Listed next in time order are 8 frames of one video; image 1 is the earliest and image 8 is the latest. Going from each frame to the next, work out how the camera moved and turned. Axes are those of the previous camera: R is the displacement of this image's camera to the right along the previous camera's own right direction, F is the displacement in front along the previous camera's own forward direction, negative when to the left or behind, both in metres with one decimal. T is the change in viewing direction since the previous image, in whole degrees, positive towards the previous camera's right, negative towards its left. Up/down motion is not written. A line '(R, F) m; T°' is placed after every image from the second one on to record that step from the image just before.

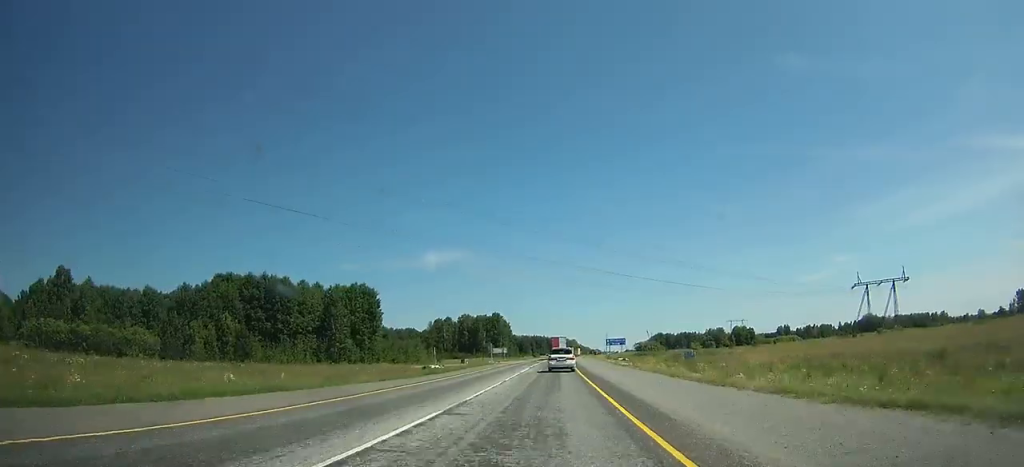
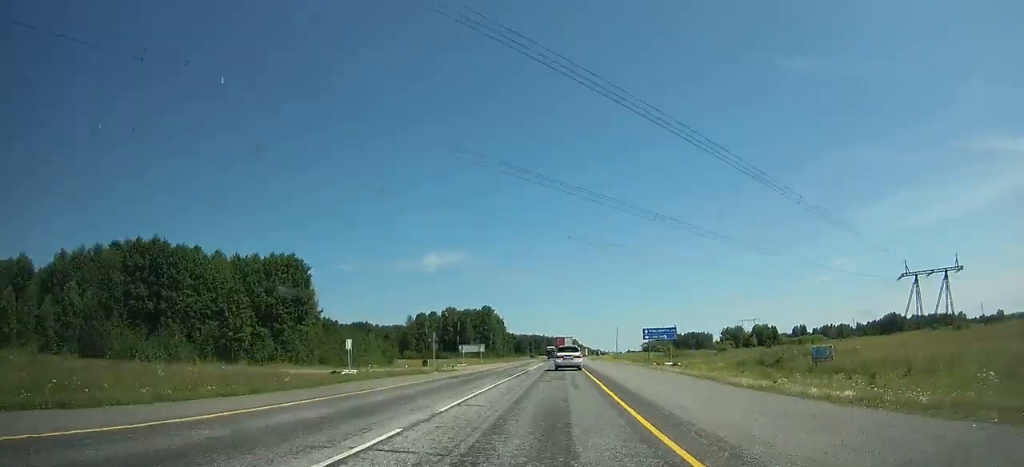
(+0.1, +39.4) m; 0°
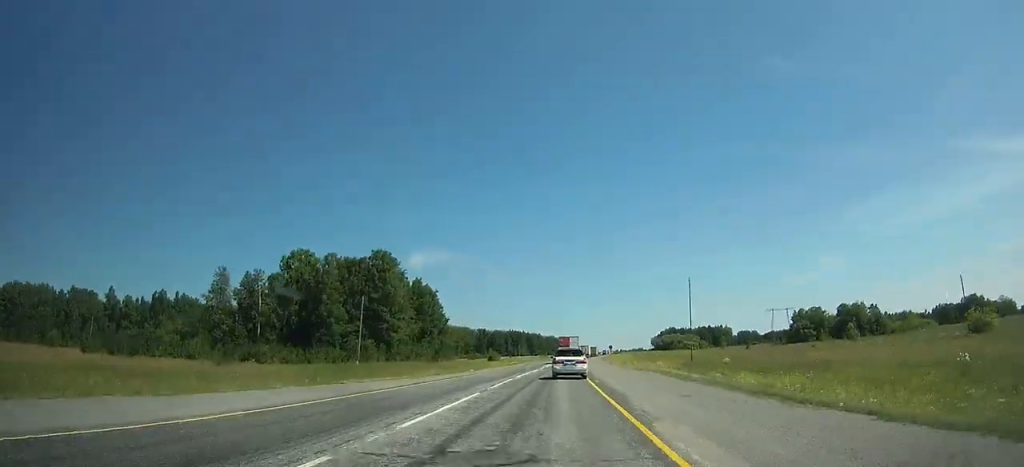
(+1.4, +127.8) m; +1°
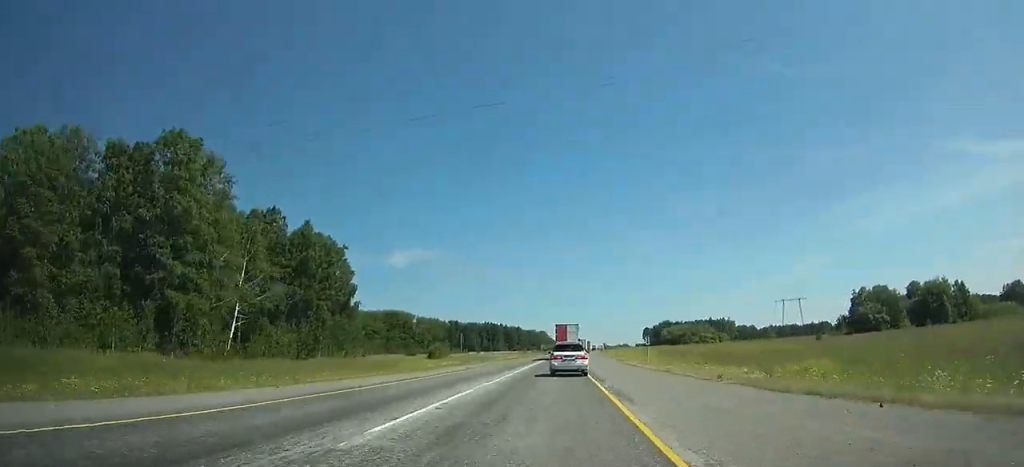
(+0.5, +56.3) m; +1°
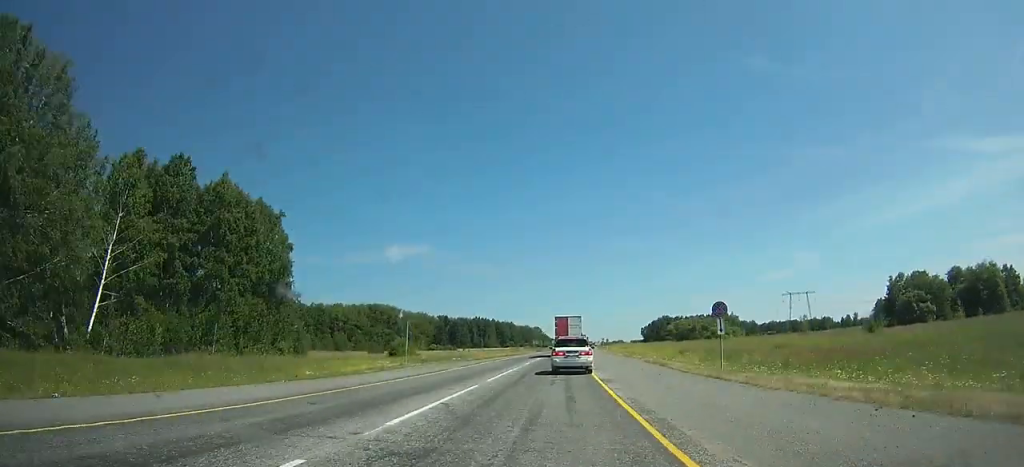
(+0.1, +20.6) m; +1°
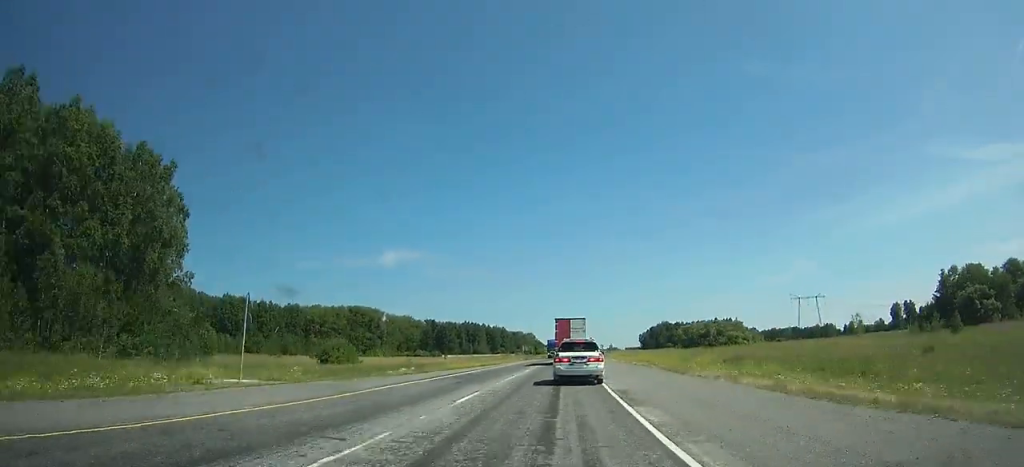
(+0.2, +25.1) m; +1°
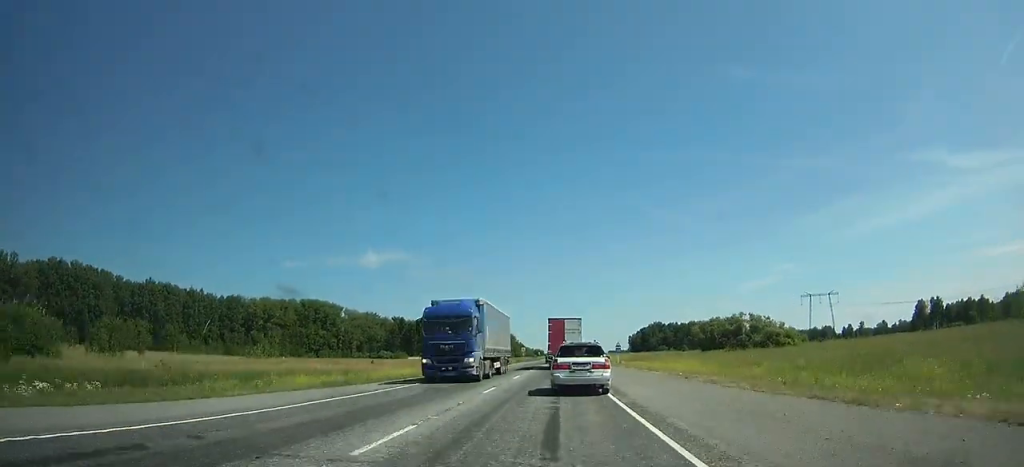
(+1.0, +47.7) m; +2°
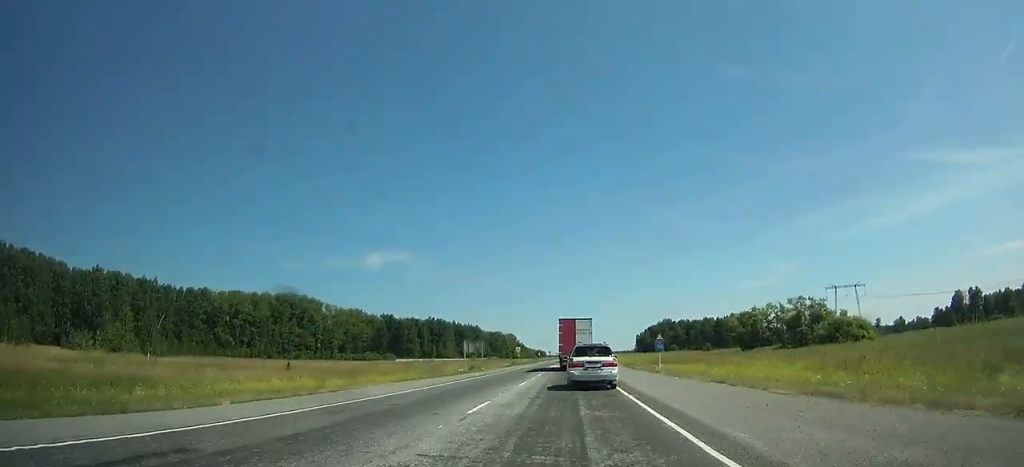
(0.0, +32.6) m; 0°
